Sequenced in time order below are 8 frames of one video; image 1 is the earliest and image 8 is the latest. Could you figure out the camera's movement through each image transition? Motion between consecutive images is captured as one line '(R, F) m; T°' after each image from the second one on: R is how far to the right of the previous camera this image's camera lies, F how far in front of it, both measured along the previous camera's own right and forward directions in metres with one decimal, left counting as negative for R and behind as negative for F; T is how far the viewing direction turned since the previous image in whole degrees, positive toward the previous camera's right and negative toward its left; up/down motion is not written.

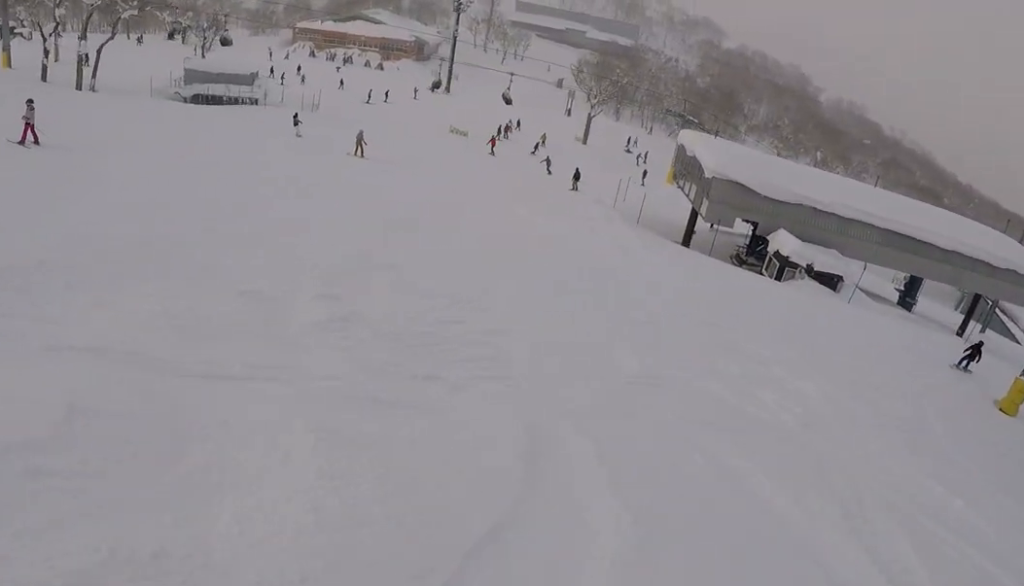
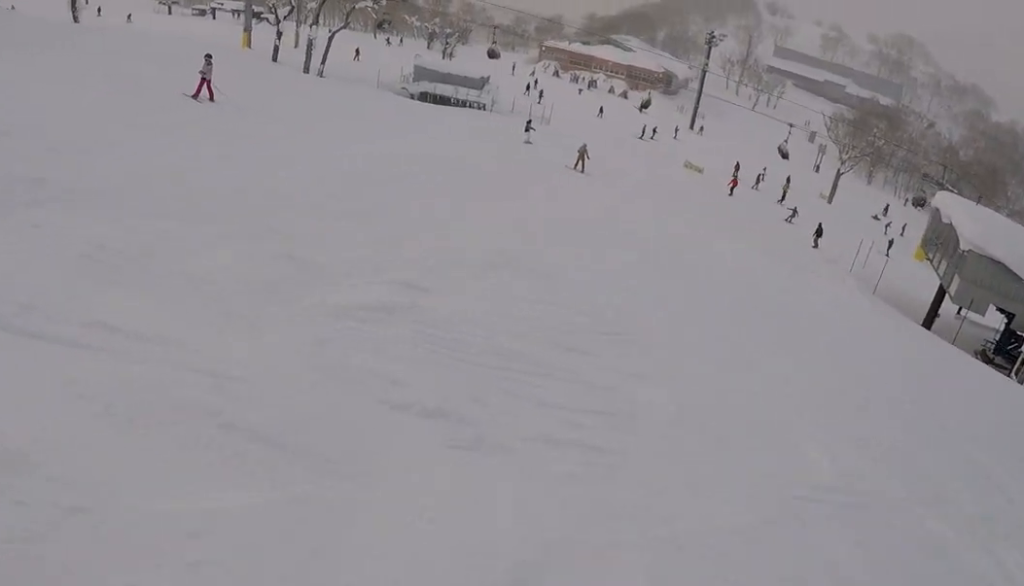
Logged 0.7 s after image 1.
(-0.5, +3.6) m; -6°
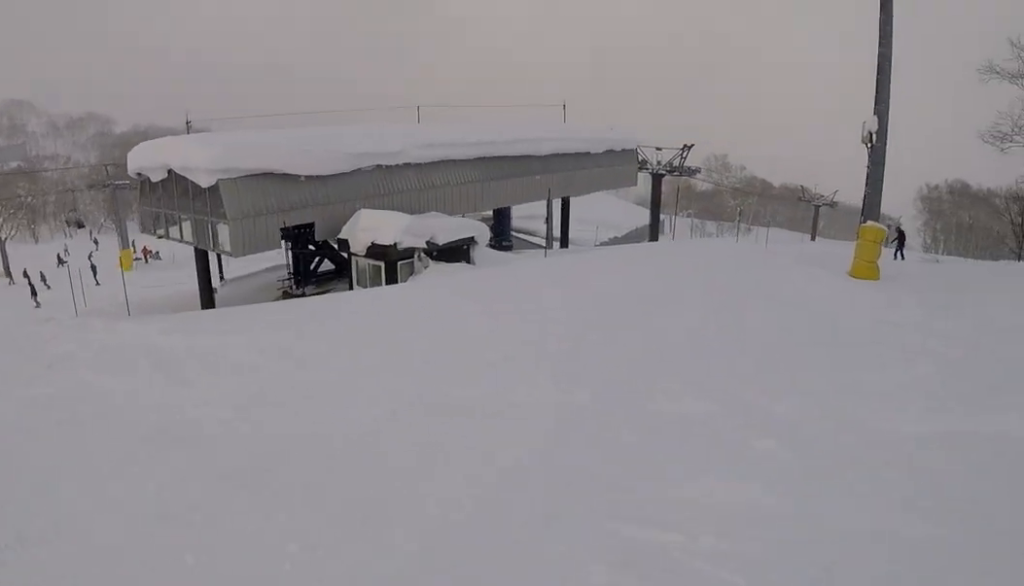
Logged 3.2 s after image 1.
(+4.6, +12.0) m; +44°
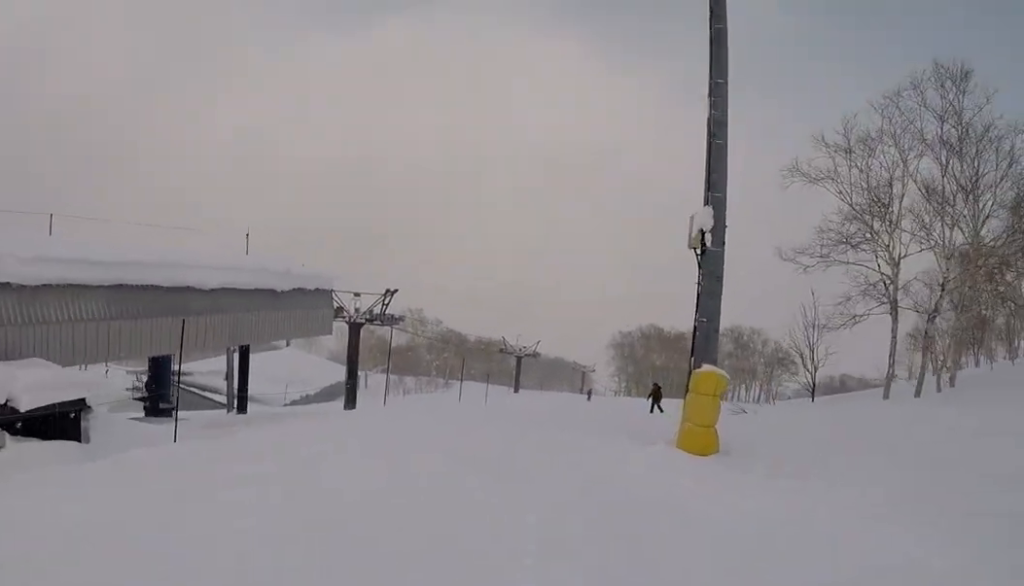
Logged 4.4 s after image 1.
(+0.7, +7.7) m; +18°
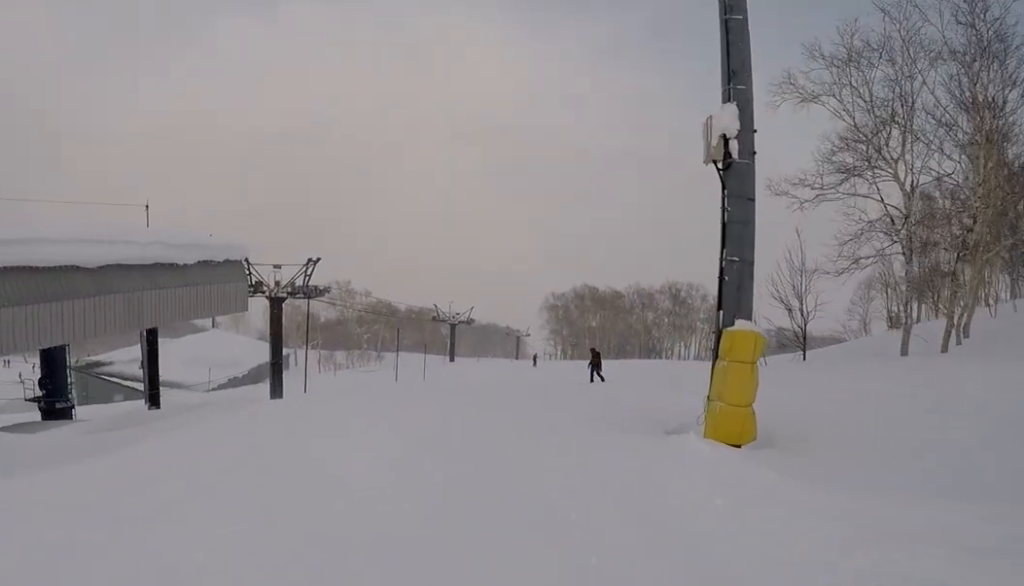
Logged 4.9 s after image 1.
(+0.2, +3.3) m; +12°
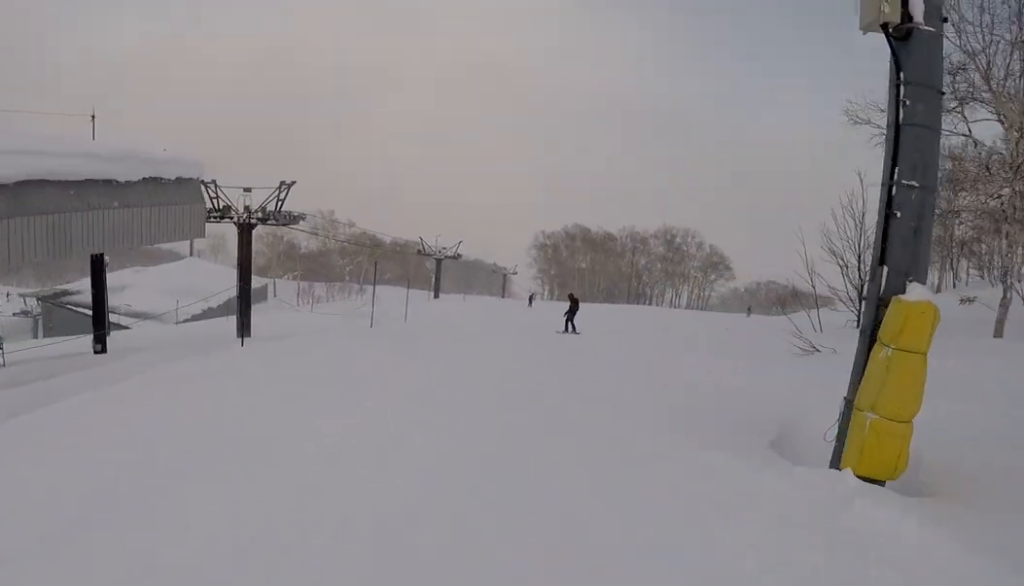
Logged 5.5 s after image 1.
(+0.5, +3.3) m; +5°
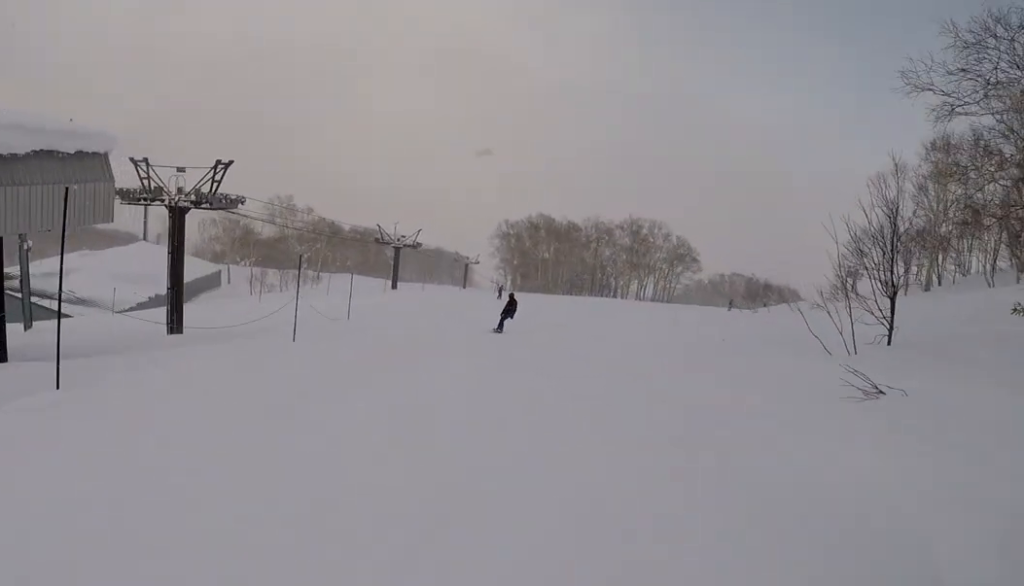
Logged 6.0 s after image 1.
(+0.7, +3.7) m; +3°
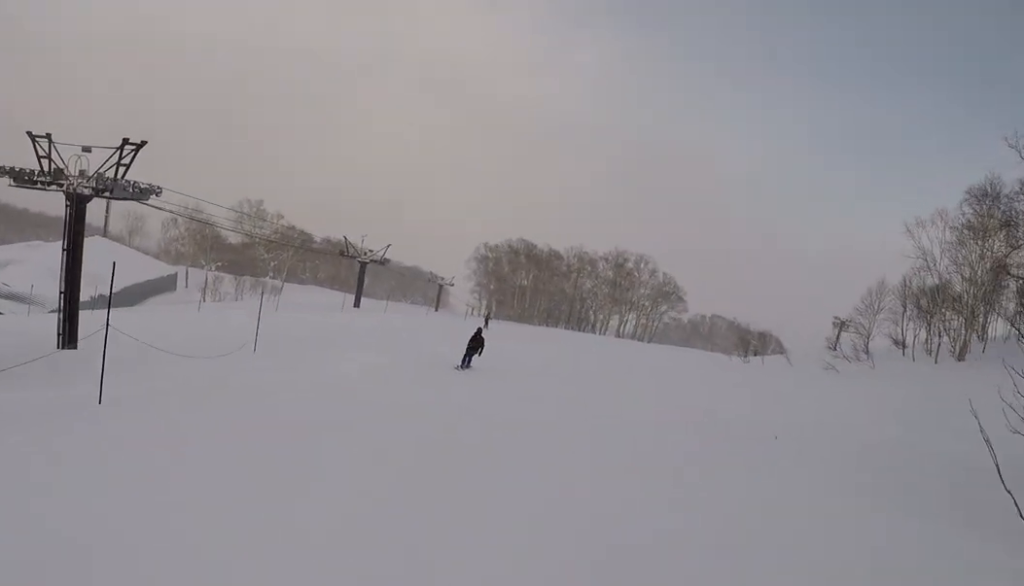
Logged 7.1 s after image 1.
(-0.7, +6.7) m; +1°
